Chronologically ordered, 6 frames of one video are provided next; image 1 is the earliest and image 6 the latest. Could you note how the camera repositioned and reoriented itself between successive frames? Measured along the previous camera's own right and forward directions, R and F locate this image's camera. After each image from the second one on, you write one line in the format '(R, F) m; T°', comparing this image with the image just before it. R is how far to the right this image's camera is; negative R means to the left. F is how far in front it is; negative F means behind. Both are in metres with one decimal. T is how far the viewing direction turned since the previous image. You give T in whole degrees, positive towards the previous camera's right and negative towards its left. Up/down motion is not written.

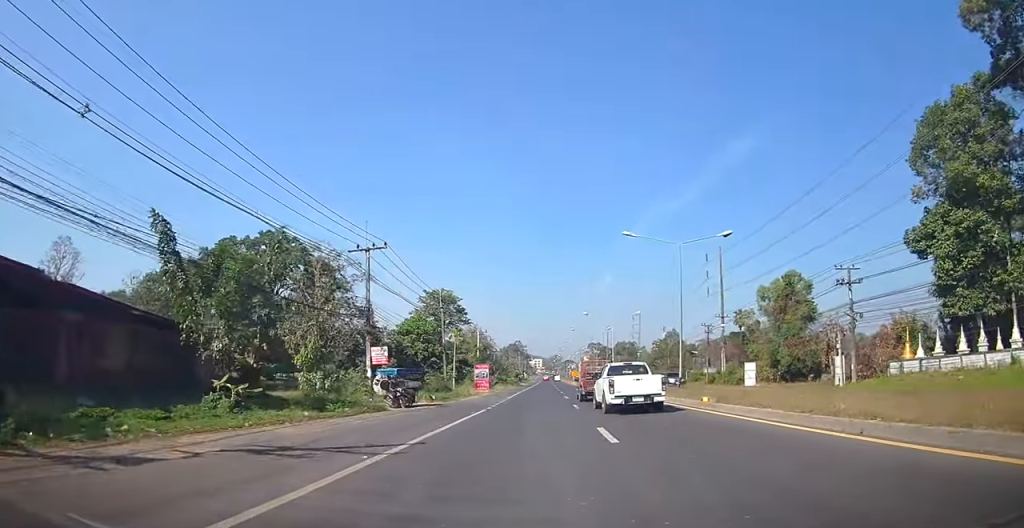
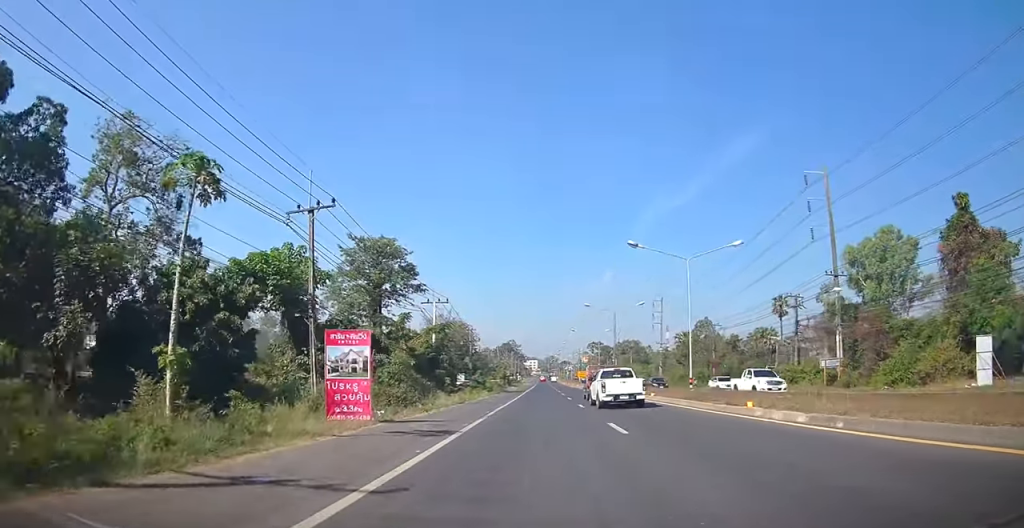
(-0.7, +34.8) m; -2°
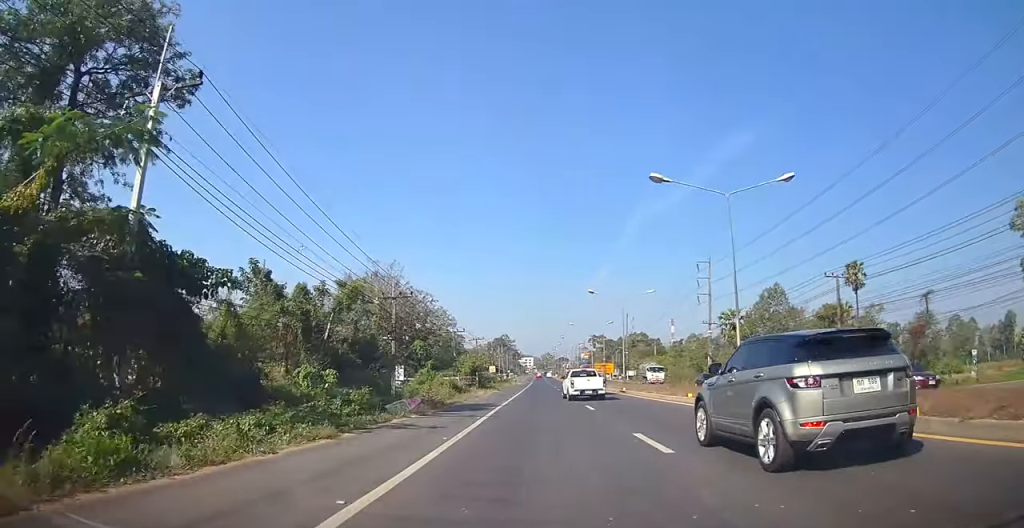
(-1.1, +40.3) m; -2°
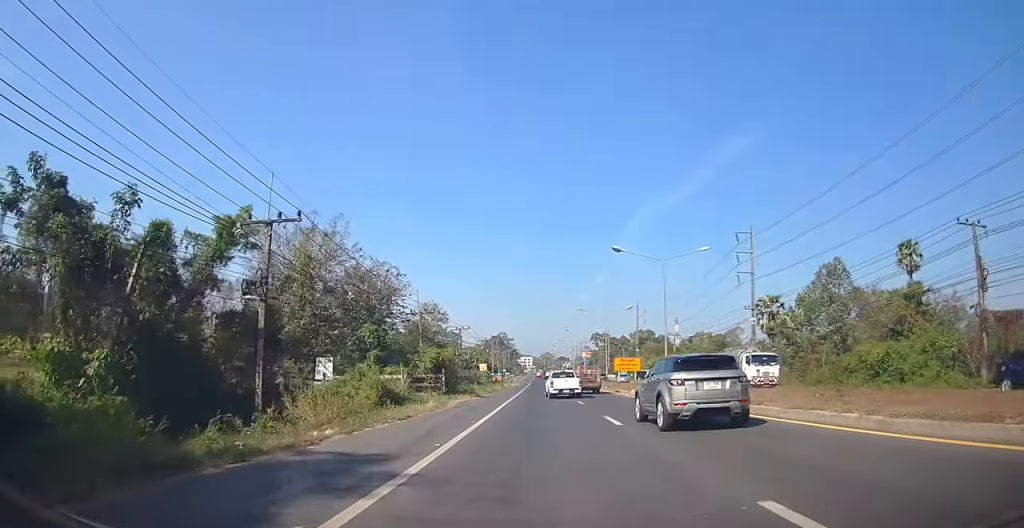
(+0.2, +19.3) m; 0°
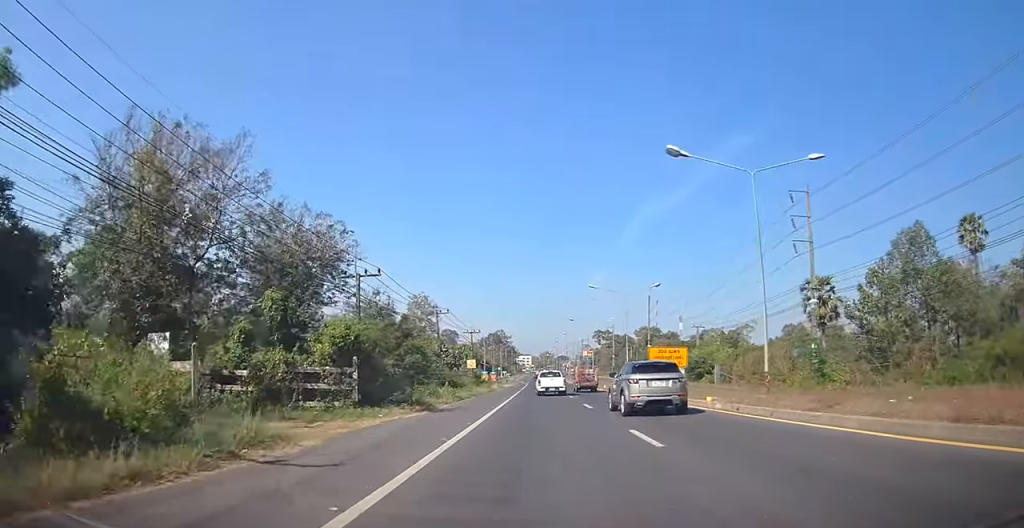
(0.0, +17.3) m; 0°
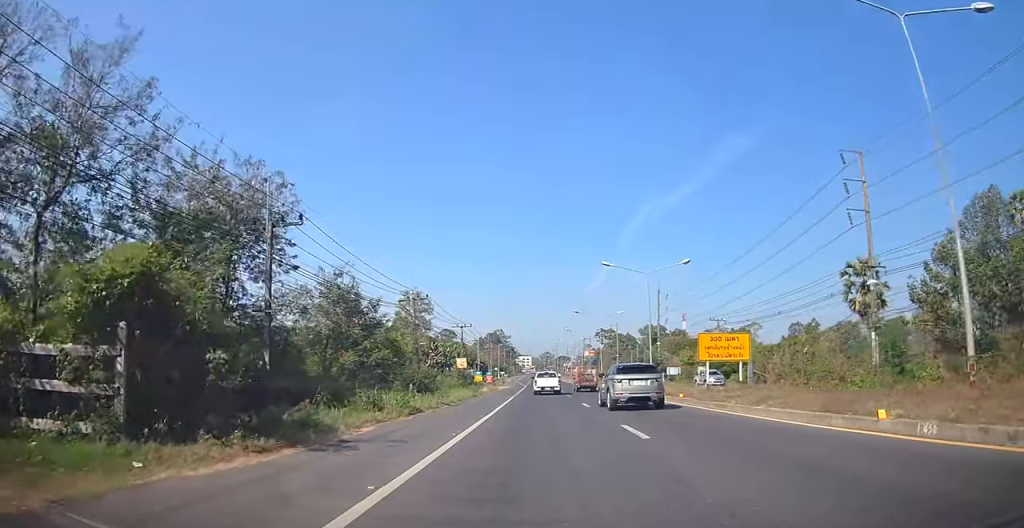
(+0.1, +11.1) m; 0°
